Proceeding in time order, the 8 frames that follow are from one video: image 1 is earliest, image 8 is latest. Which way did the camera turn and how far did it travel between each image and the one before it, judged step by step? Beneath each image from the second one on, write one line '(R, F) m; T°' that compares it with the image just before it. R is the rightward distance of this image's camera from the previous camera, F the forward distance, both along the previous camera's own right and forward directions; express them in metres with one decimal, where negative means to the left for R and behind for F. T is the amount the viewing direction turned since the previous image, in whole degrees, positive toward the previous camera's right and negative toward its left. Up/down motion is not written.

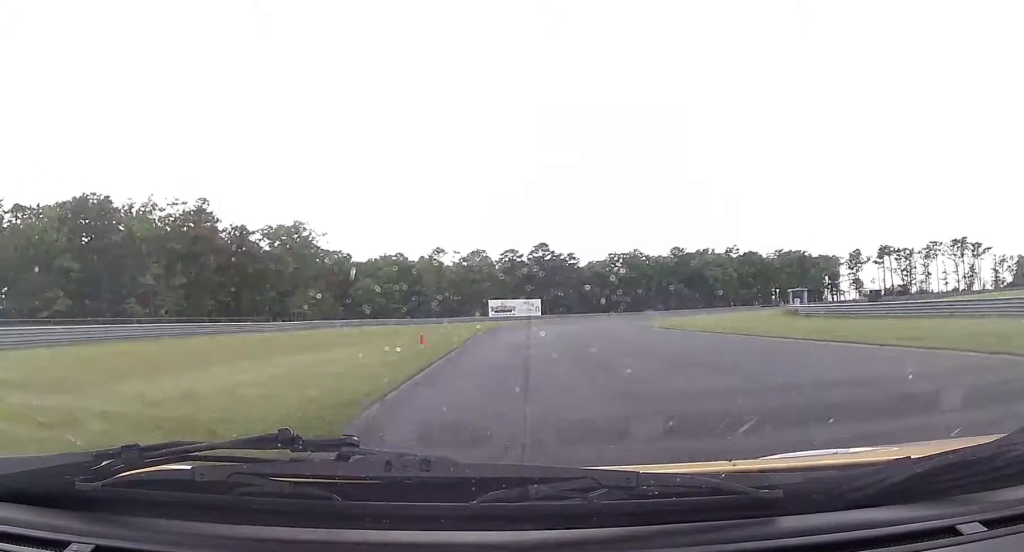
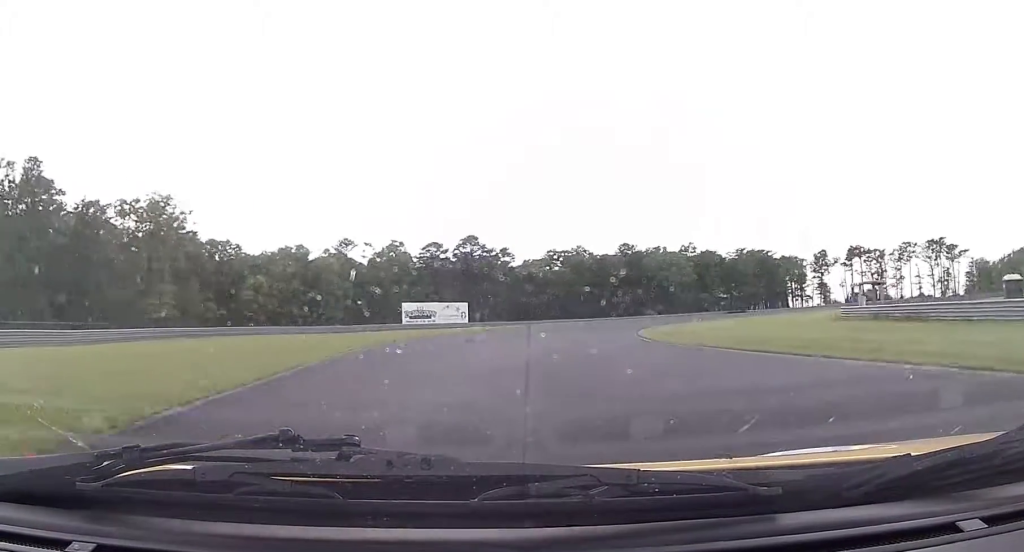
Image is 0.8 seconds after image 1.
(+0.2, +27.3) m; +5°
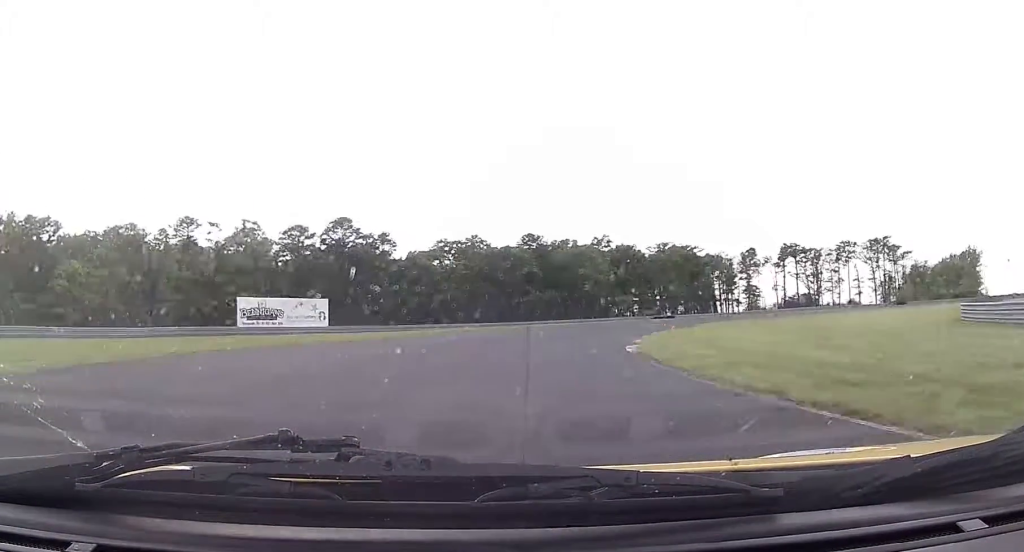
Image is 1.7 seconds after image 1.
(+2.2, +27.6) m; +11°
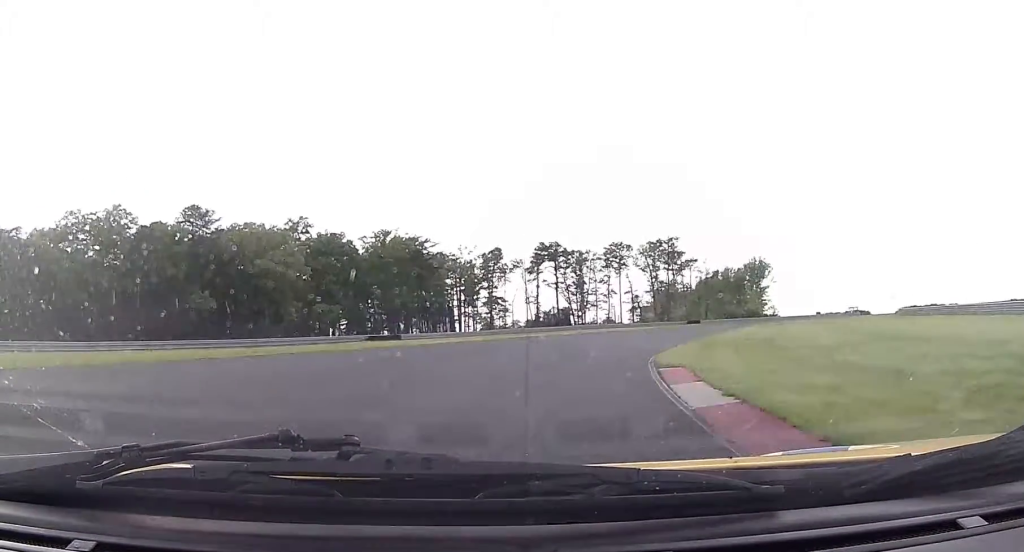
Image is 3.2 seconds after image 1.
(+9.2, +44.9) m; +23°
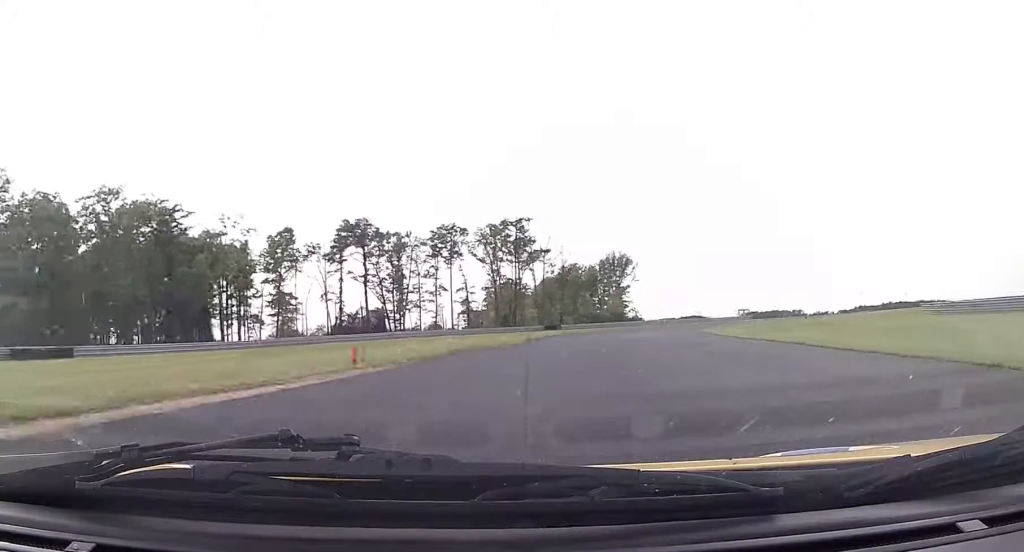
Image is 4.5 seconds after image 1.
(+6.8, +39.8) m; +17°
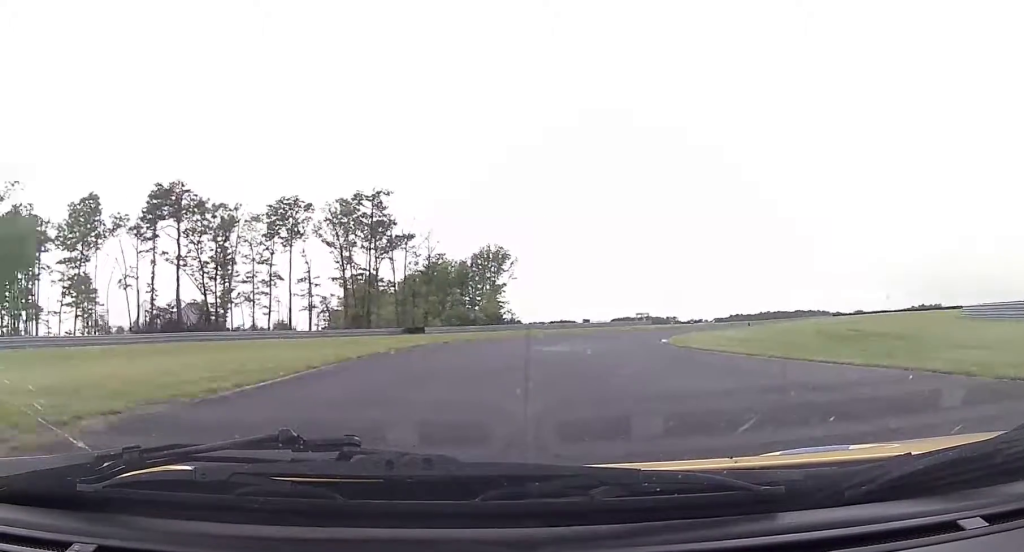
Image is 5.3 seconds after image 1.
(+2.2, +24.5) m; +12°
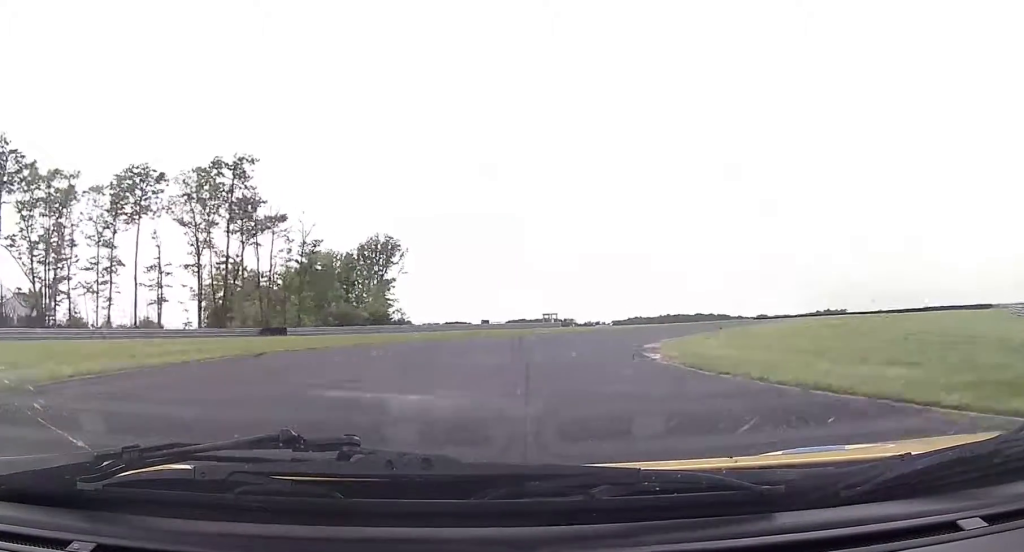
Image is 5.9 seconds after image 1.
(+0.4, +17.6) m; +9°
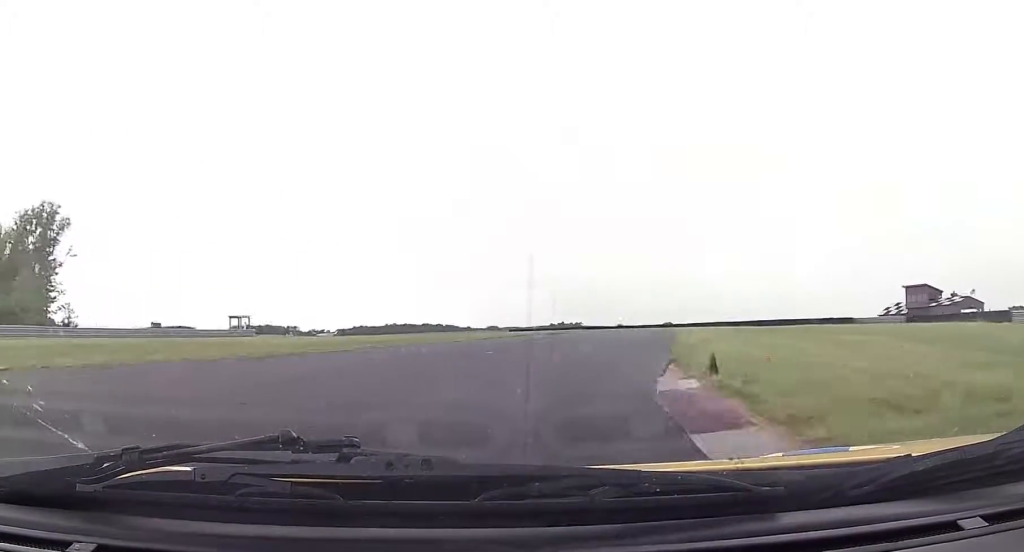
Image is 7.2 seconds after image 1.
(+6.7, +35.0) m; +17°
